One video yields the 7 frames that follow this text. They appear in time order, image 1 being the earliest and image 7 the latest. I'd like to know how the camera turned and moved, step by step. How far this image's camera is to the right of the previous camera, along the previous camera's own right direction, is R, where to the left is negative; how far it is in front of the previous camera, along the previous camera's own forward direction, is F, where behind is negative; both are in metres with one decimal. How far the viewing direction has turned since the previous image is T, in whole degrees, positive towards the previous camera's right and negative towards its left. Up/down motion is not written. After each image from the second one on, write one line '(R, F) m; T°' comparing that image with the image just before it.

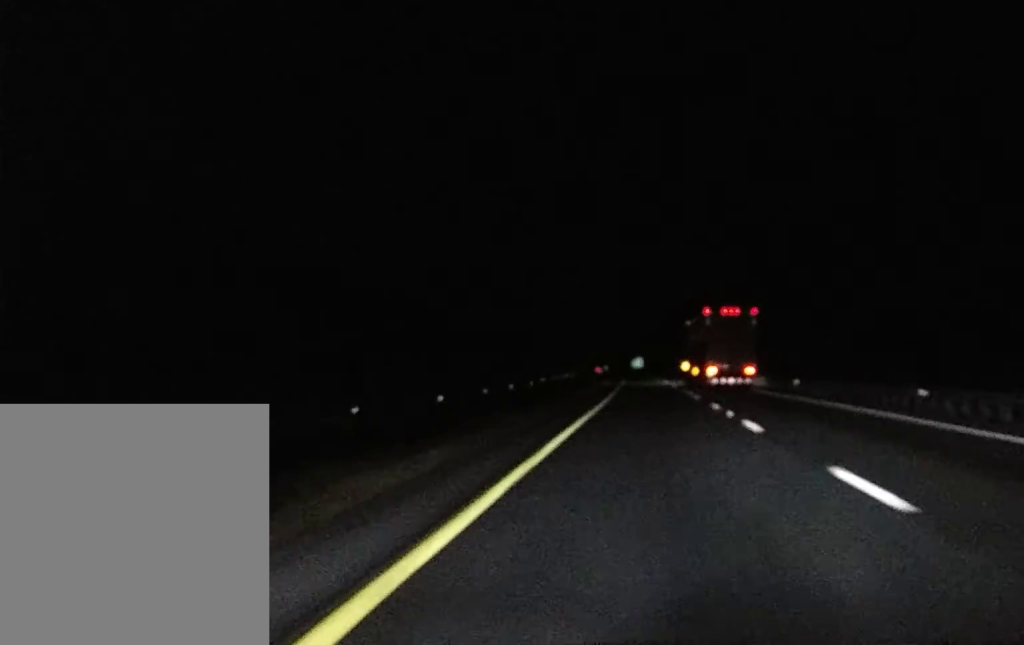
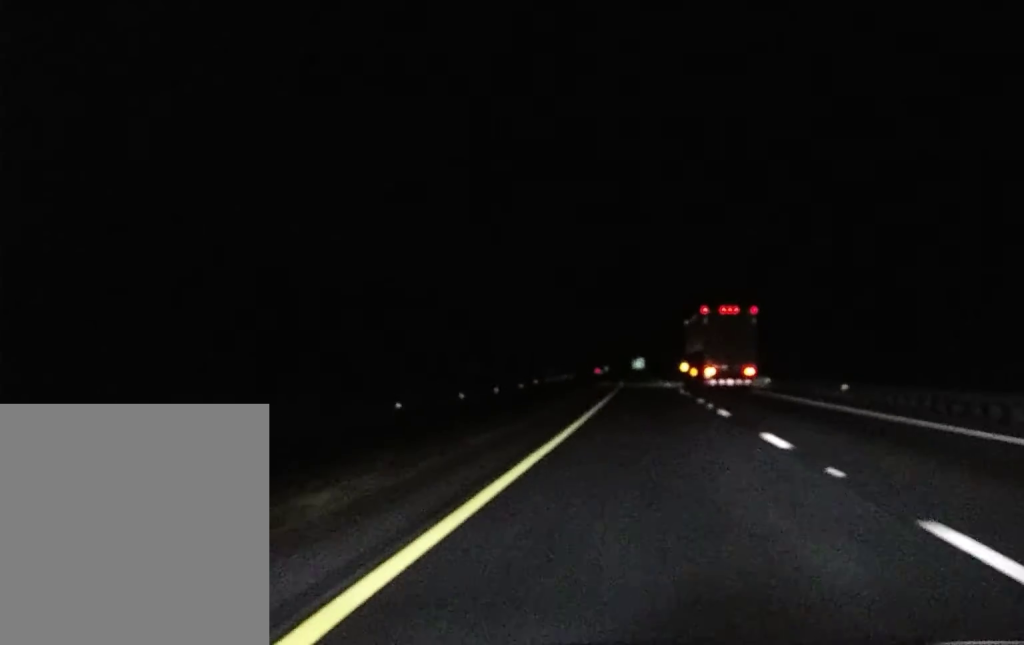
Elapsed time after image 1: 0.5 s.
(+0.1, +16.7) m; 0°
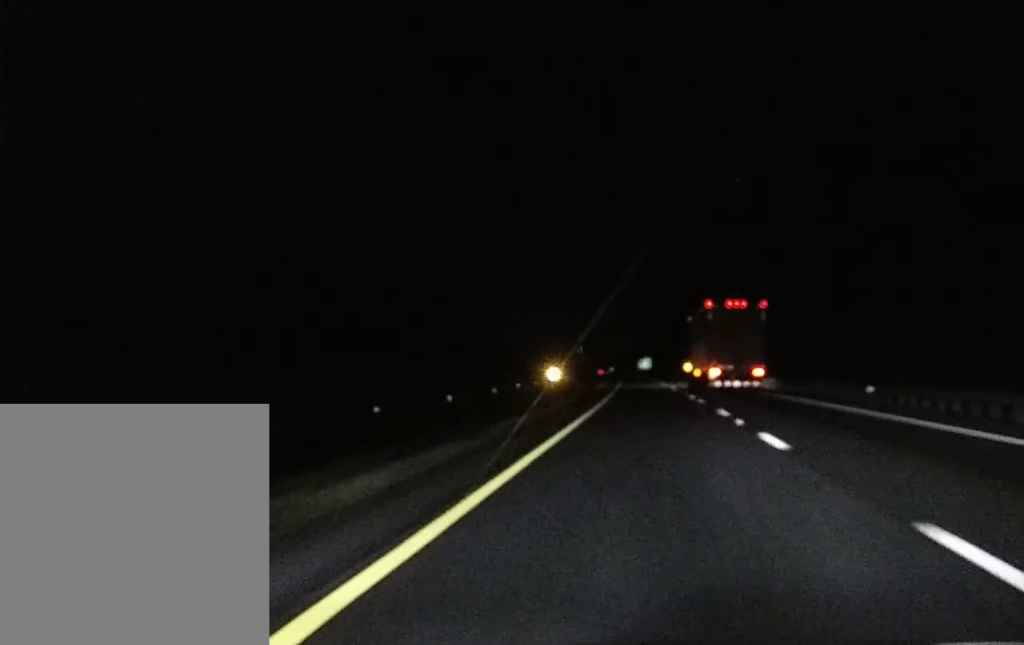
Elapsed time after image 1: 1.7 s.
(0.0, +36.7) m; 0°
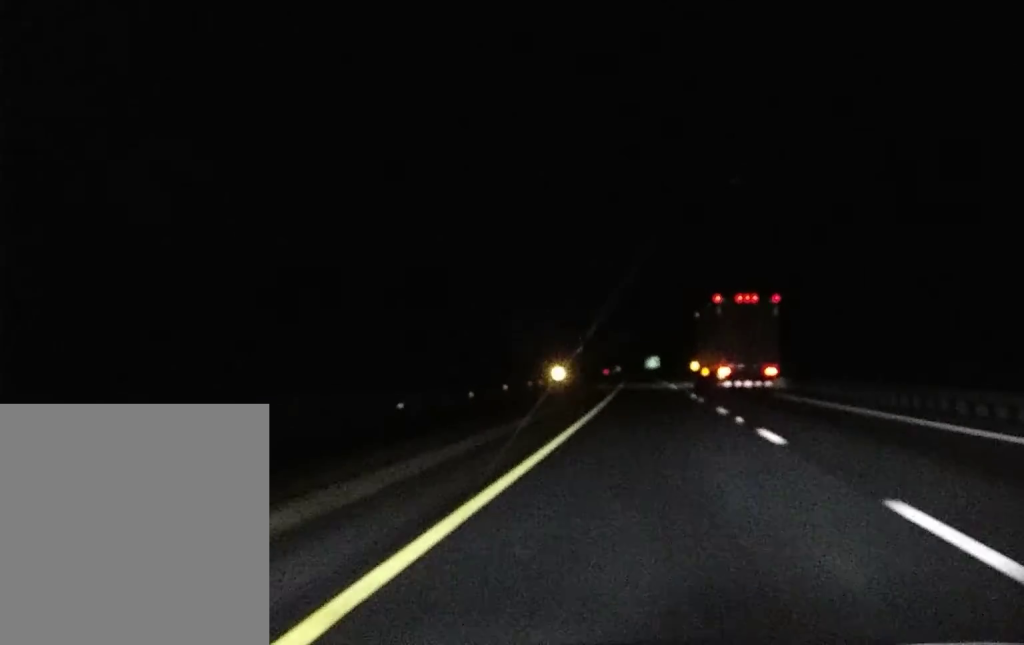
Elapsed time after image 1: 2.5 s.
(-0.1, +23.9) m; 0°
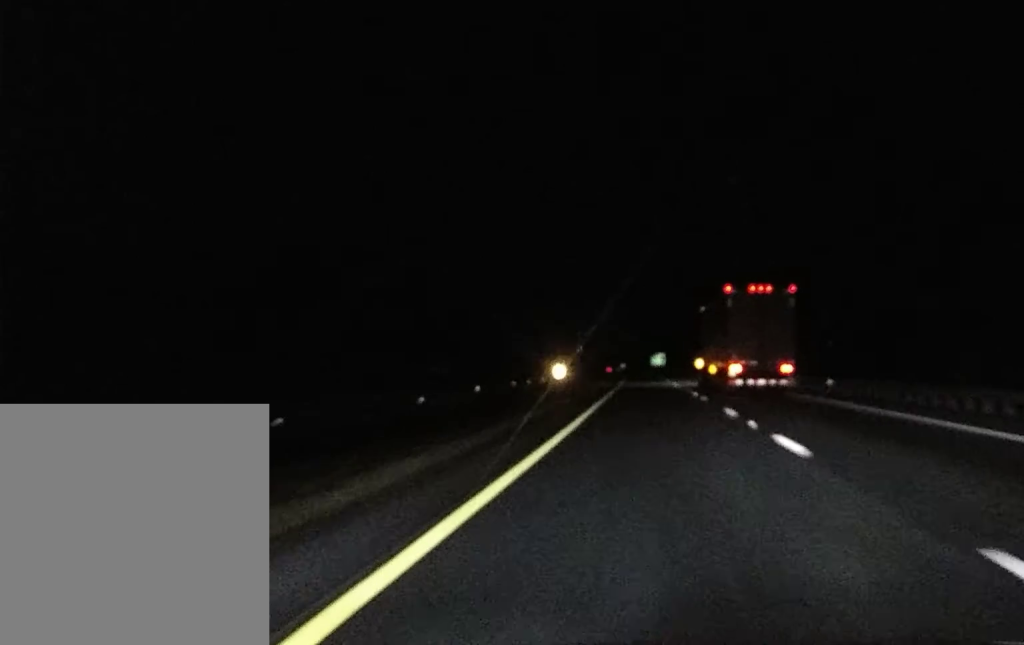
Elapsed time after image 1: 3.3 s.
(-0.1, +26.5) m; 0°
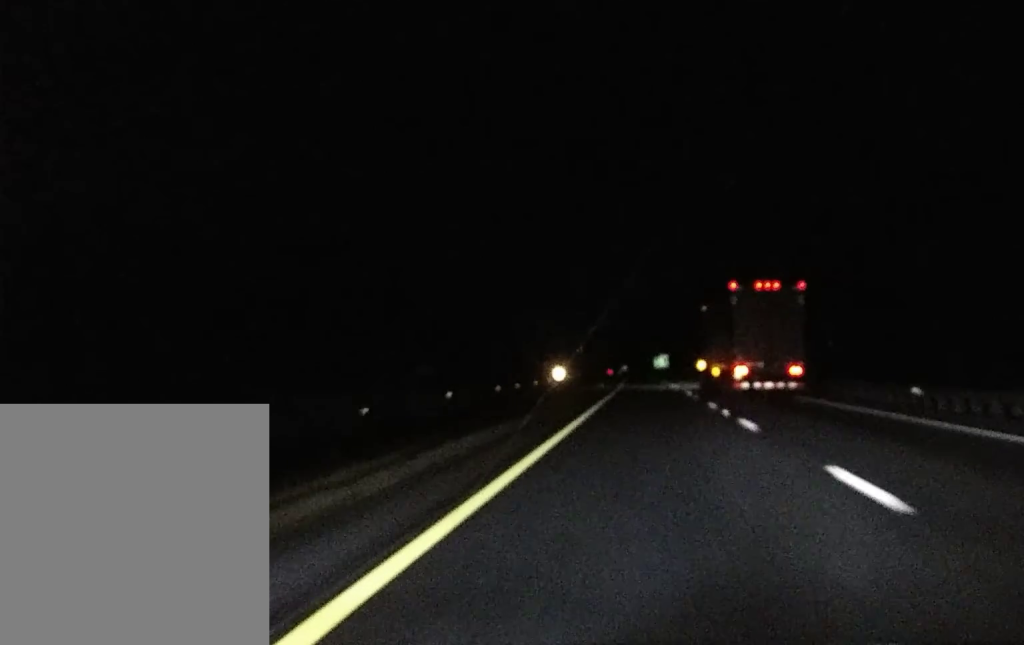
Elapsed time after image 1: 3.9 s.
(0.0, +16.1) m; 0°
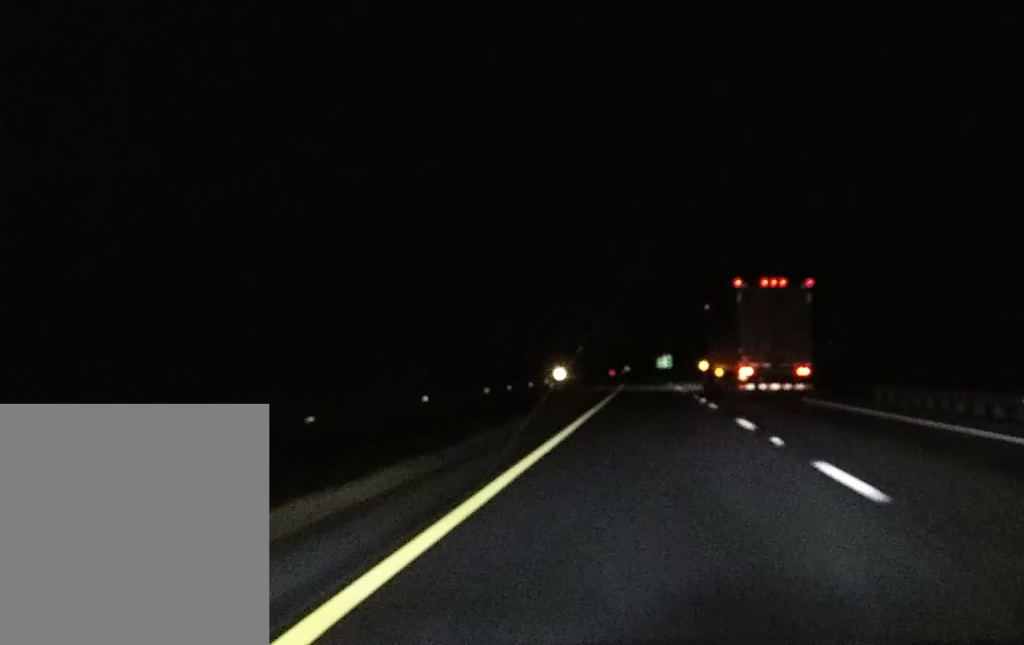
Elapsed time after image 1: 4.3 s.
(0.0, +12.4) m; 0°
